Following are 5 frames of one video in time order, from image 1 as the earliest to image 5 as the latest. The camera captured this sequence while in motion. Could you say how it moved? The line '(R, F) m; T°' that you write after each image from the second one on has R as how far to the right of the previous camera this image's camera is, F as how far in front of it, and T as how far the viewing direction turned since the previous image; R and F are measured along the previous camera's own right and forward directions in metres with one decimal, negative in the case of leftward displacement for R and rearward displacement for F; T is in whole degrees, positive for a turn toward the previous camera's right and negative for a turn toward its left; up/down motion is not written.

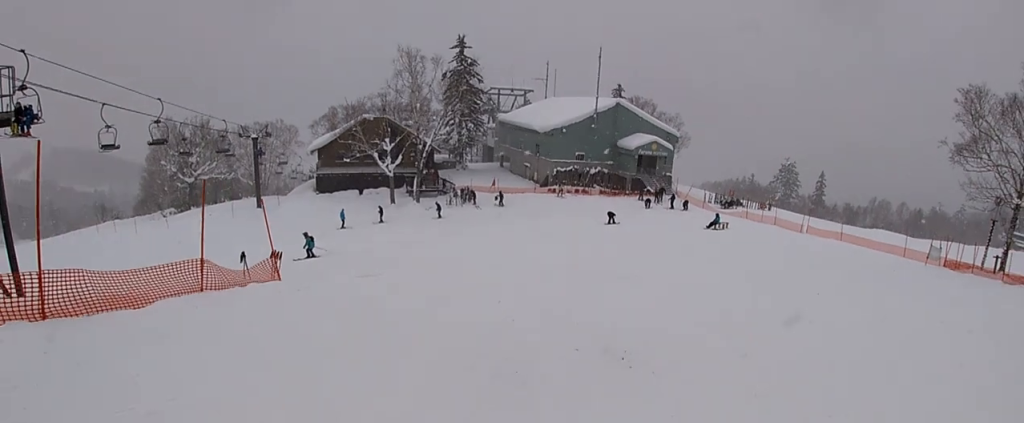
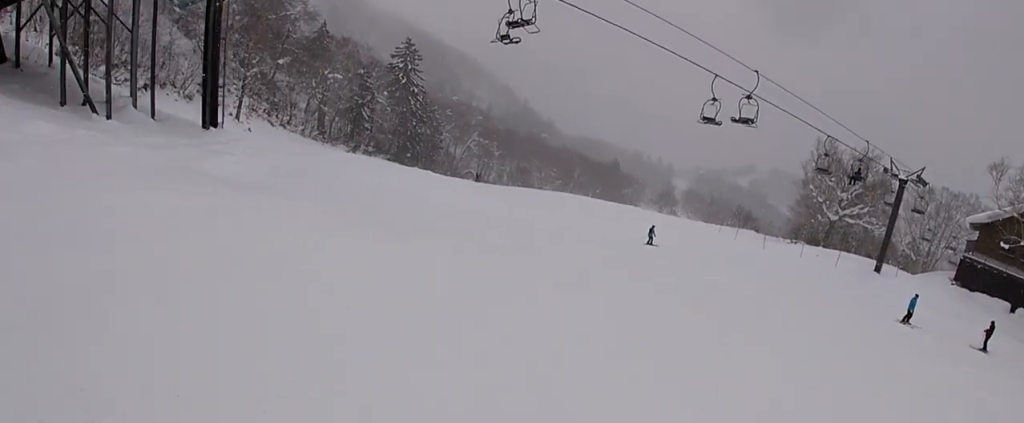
(-10.9, +10.8) m; -88°
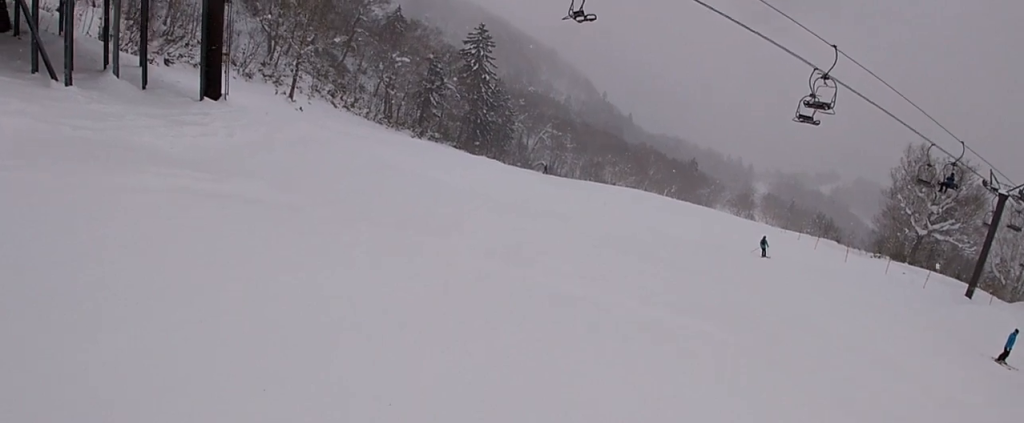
(0.0, +3.5) m; 0°
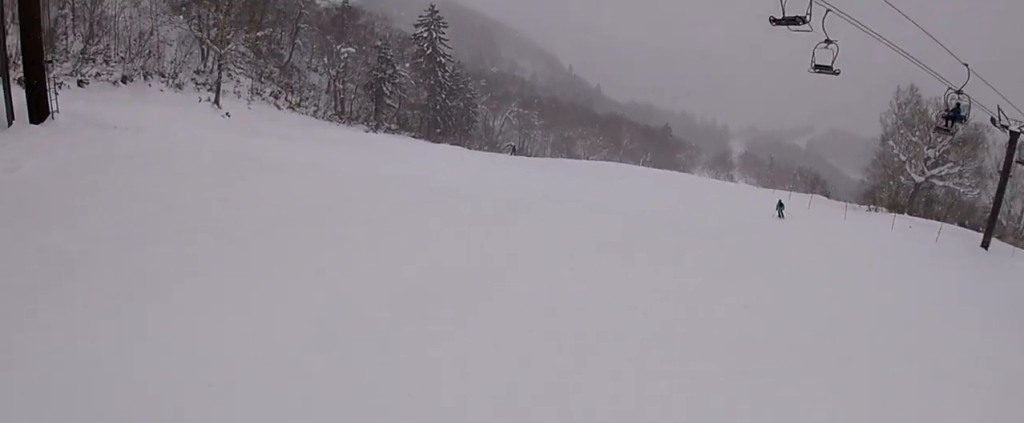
(+0.1, +5.7) m; +5°
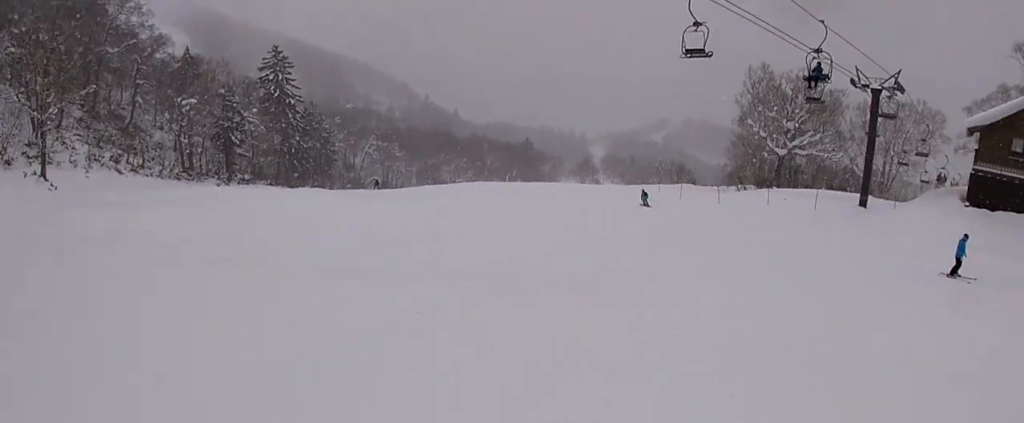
(+0.2, +3.1) m; +2°
